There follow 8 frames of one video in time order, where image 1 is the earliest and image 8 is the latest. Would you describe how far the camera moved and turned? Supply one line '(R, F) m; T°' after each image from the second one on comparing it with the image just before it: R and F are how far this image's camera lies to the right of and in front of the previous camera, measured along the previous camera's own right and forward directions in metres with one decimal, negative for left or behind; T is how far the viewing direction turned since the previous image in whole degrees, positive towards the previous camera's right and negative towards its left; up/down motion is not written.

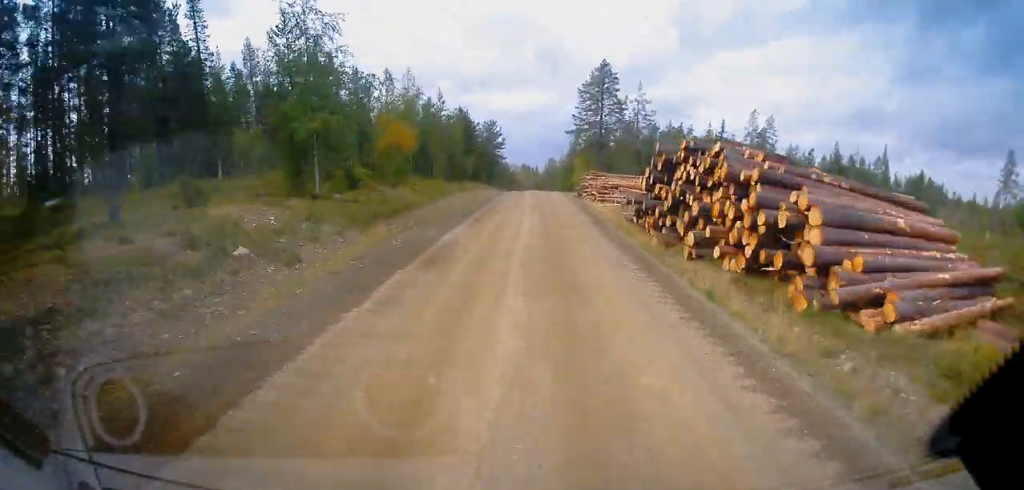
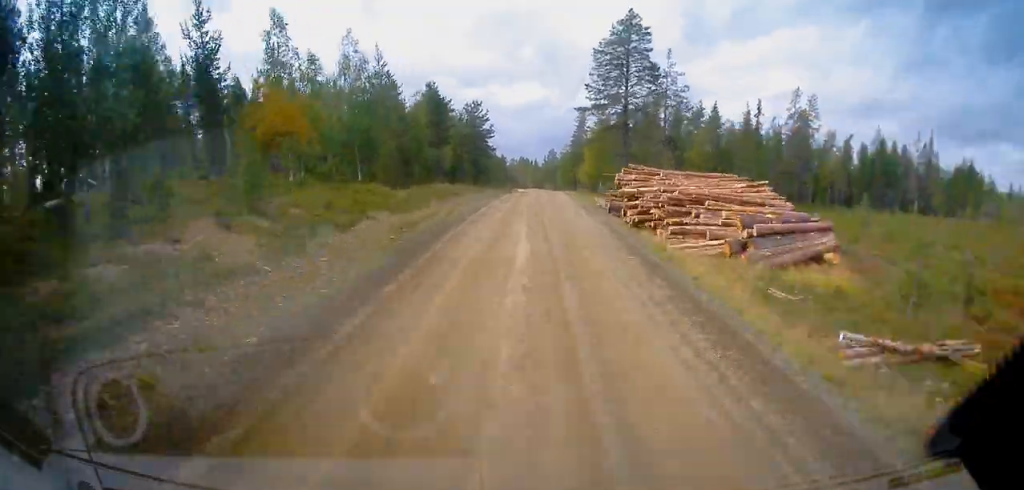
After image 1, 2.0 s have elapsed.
(-2.8, +16.8) m; +3°
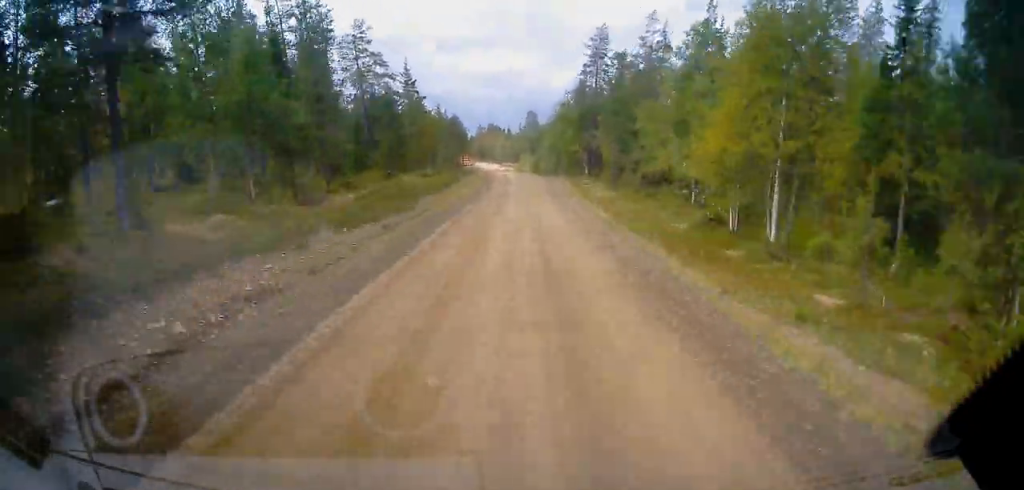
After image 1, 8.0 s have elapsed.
(+7.3, +64.8) m; +7°
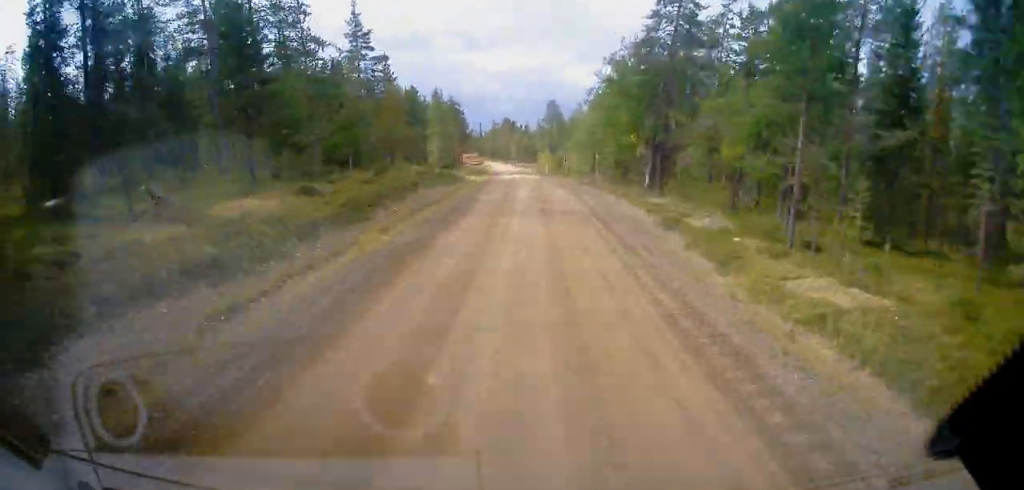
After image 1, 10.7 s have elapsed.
(-0.9, +34.8) m; -2°
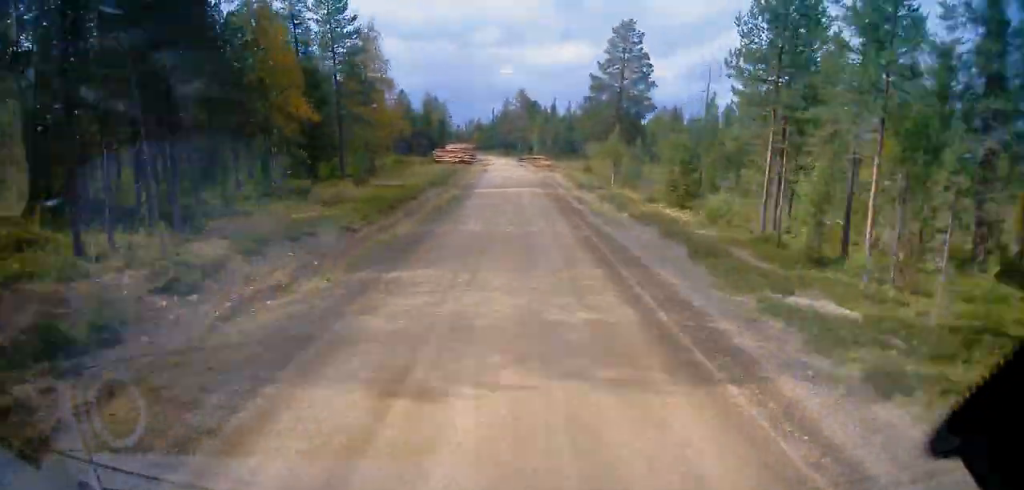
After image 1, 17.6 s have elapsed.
(-6.3, +91.3) m; -8°
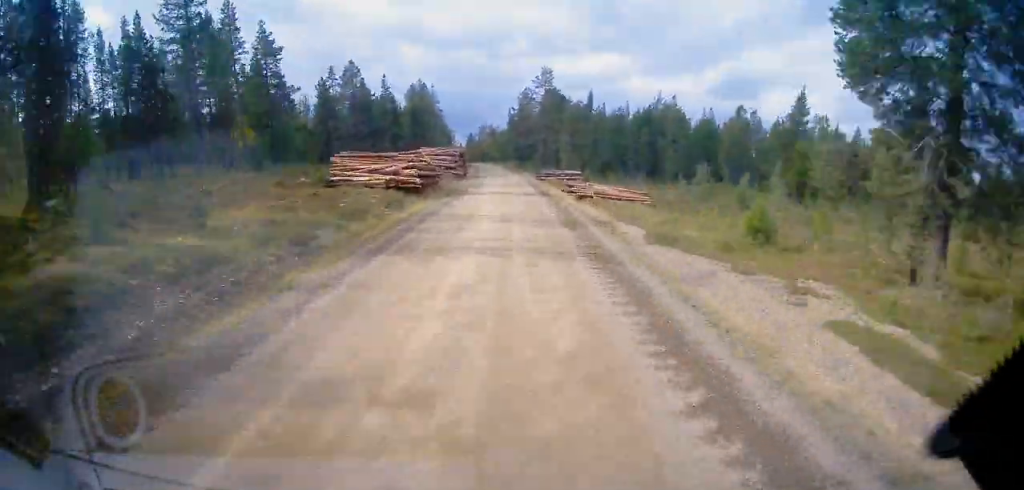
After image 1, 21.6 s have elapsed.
(-3.5, +53.2) m; -14°
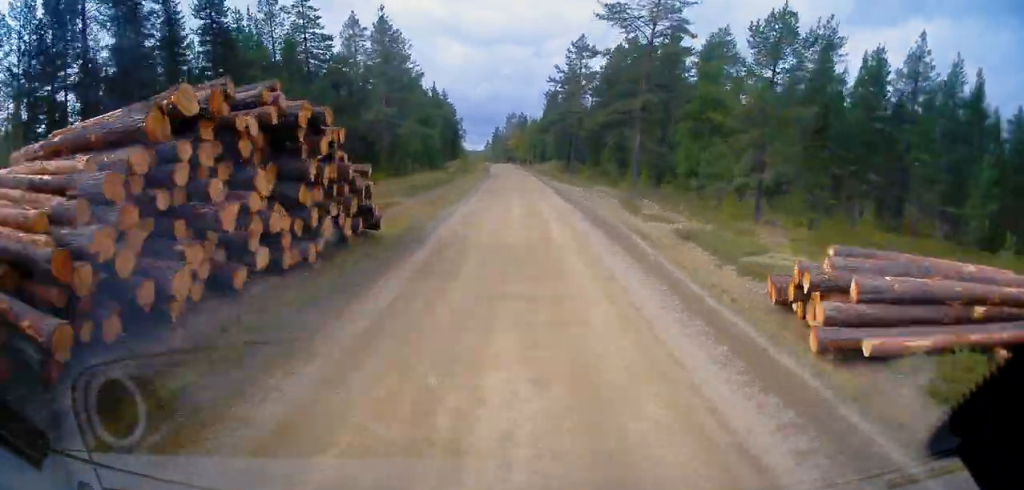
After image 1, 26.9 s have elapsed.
(-13.3, +67.2) m; +13°
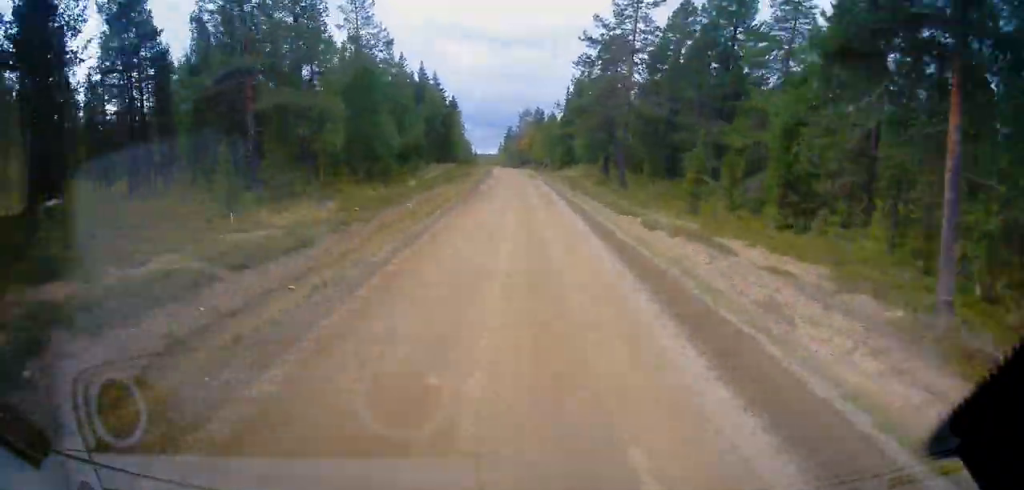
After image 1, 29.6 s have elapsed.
(+16.5, +20.3) m; +9°
